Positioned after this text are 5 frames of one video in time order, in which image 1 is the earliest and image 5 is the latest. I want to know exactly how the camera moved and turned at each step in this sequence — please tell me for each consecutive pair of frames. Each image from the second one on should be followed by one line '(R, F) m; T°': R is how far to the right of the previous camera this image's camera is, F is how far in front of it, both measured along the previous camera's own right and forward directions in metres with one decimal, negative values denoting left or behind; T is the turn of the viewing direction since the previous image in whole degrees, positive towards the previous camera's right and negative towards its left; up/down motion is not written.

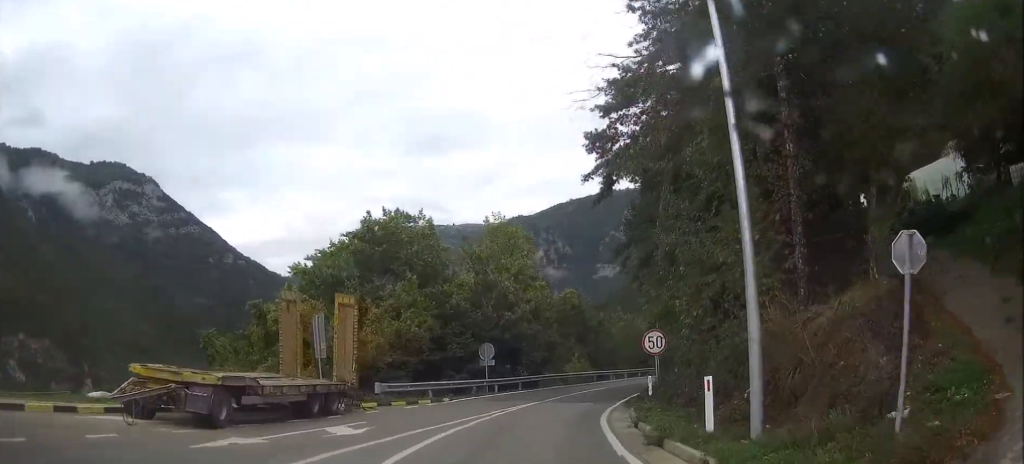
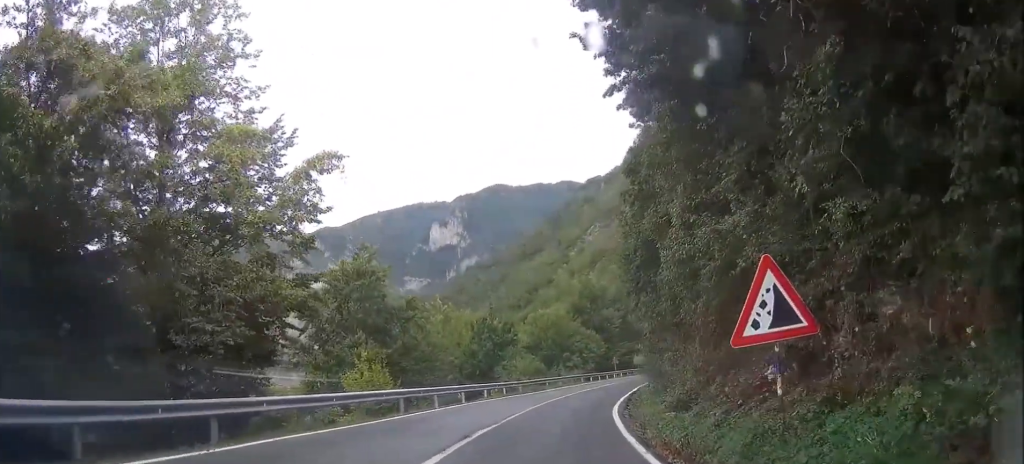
(+5.2, +31.4) m; +14°
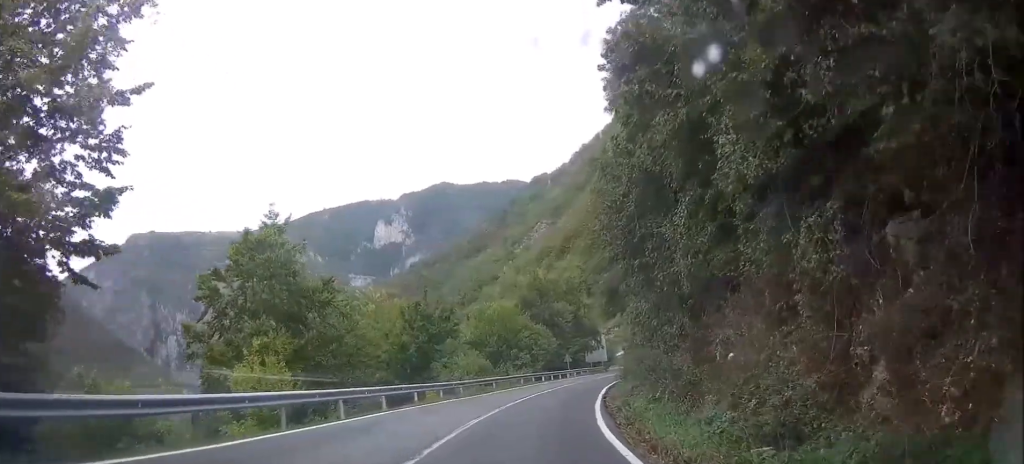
(0.0, +8.1) m; 0°
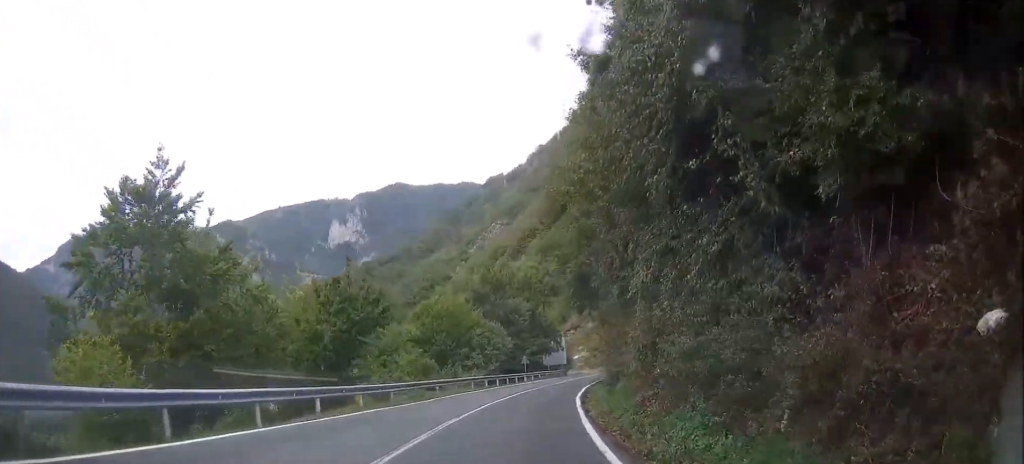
(0.0, +8.7) m; +4°
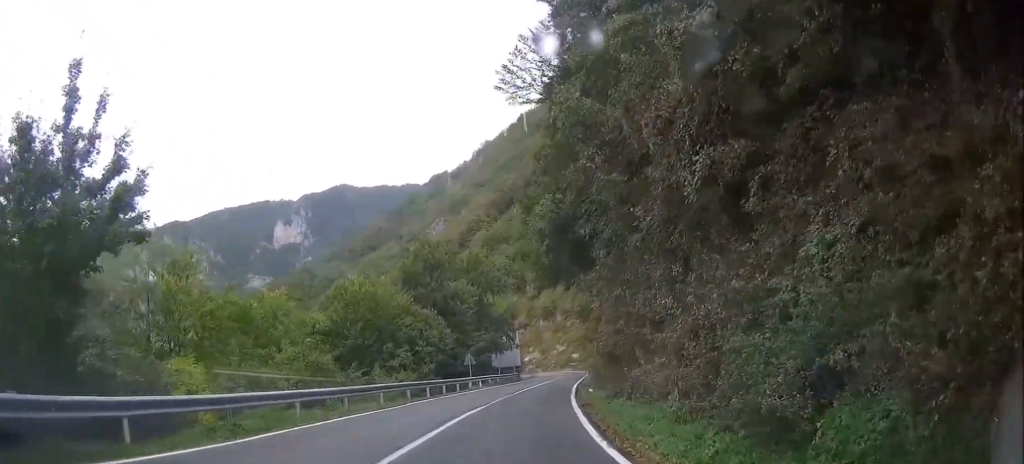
(+1.9, +17.7) m; +11°
